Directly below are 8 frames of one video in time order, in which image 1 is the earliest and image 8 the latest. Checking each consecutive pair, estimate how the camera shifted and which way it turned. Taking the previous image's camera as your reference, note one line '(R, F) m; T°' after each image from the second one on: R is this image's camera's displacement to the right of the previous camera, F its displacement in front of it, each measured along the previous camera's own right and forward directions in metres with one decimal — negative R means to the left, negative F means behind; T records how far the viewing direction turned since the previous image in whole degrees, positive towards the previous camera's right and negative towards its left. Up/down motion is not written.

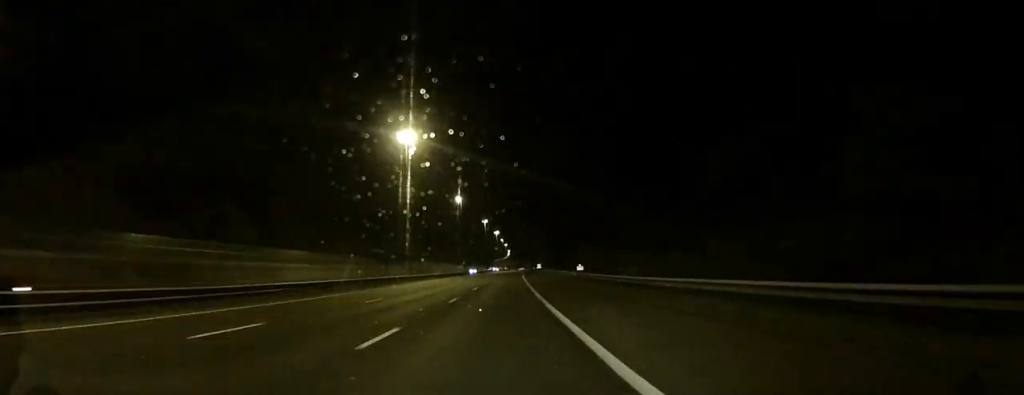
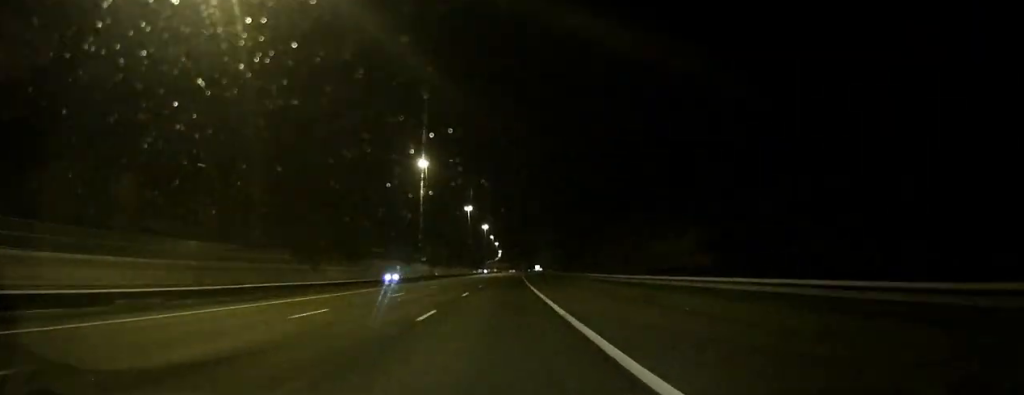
(-0.2, +43.1) m; +1°
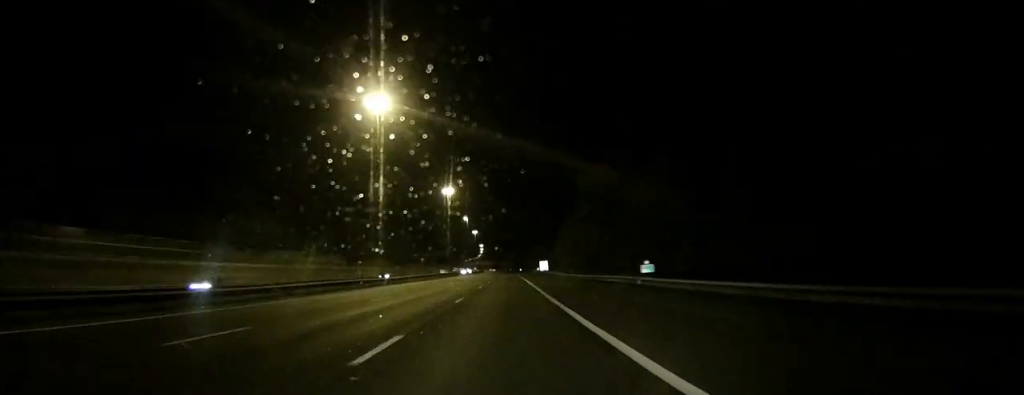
(+2.0, +89.7) m; +2°
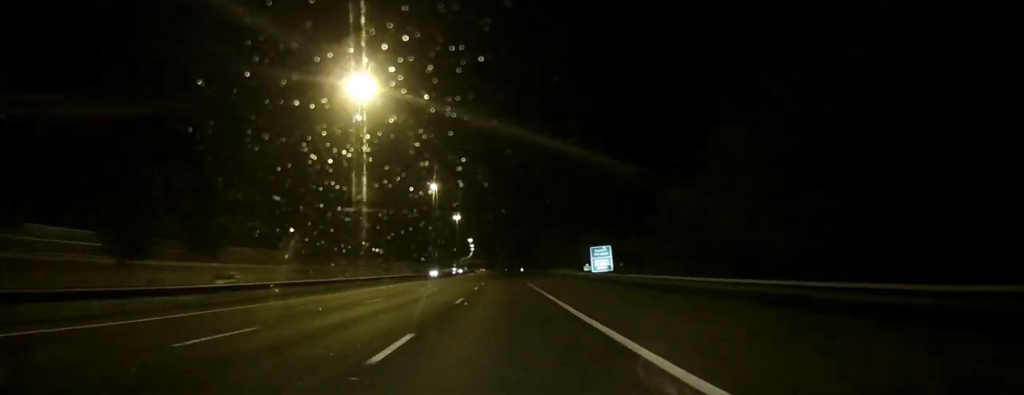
(+1.4, +65.7) m; 0°
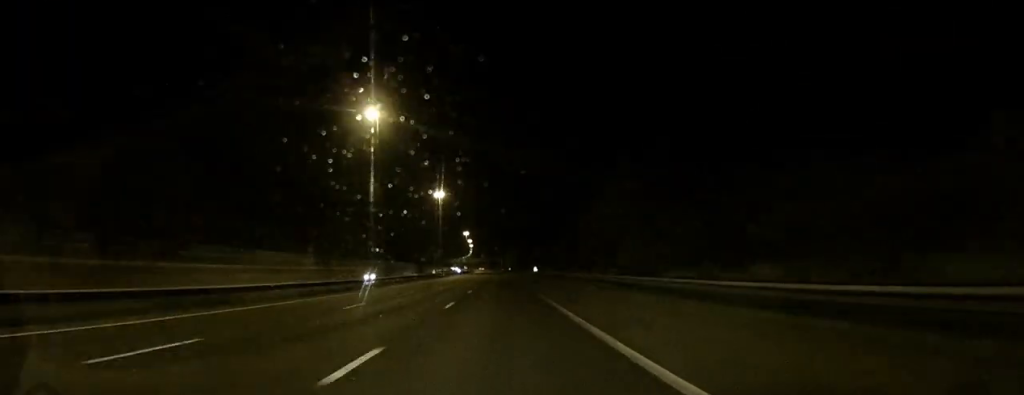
(-0.8, +49.7) m; -1°
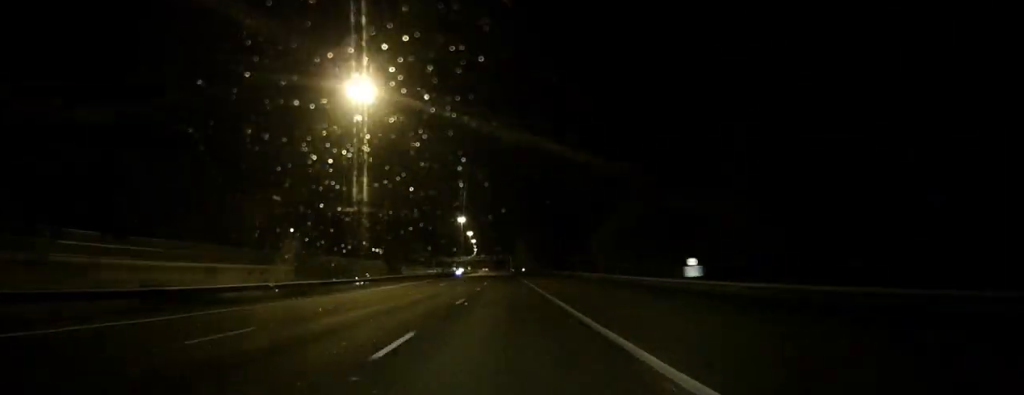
(-0.6, +69.0) m; -1°
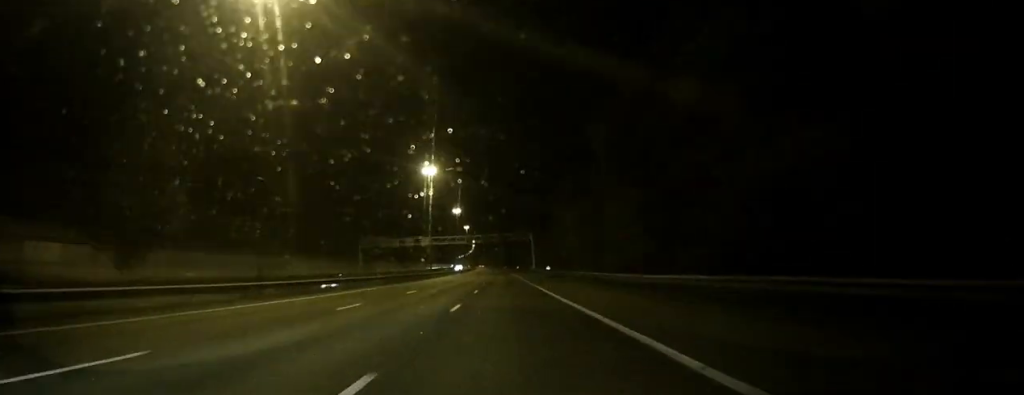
(-1.2, +146.2) m; -2°
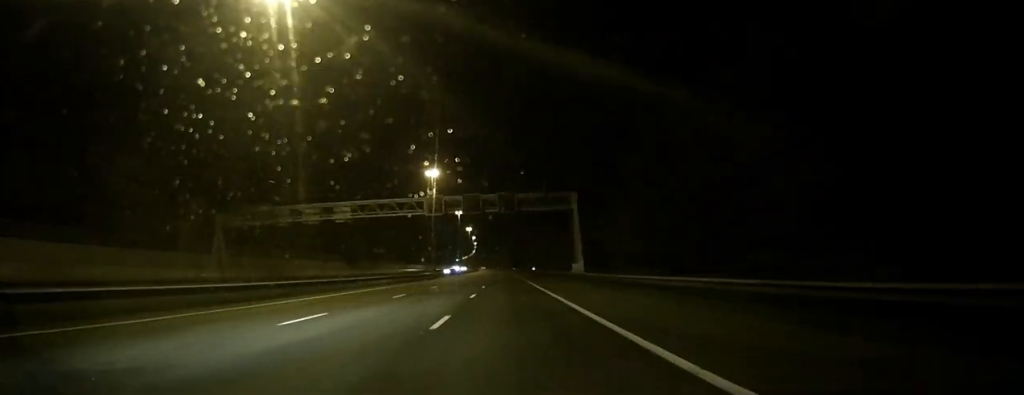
(-0.8, +62.6) m; -1°
